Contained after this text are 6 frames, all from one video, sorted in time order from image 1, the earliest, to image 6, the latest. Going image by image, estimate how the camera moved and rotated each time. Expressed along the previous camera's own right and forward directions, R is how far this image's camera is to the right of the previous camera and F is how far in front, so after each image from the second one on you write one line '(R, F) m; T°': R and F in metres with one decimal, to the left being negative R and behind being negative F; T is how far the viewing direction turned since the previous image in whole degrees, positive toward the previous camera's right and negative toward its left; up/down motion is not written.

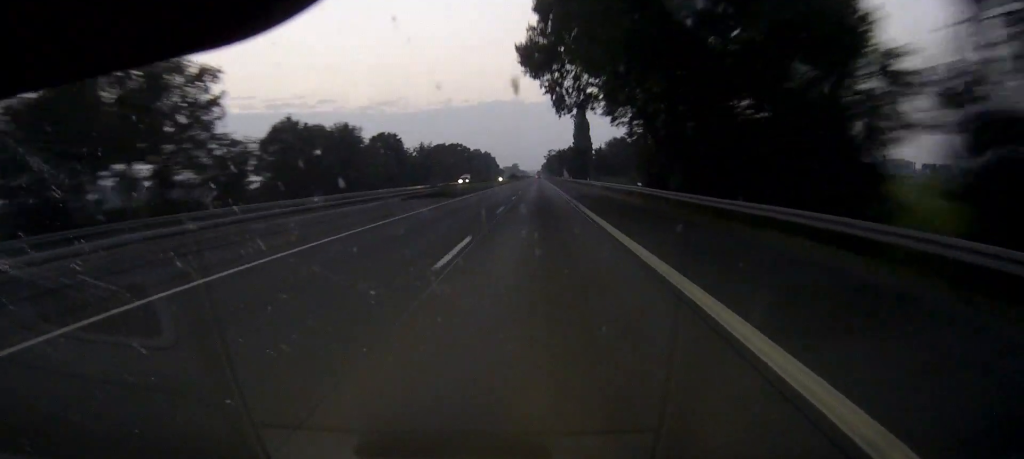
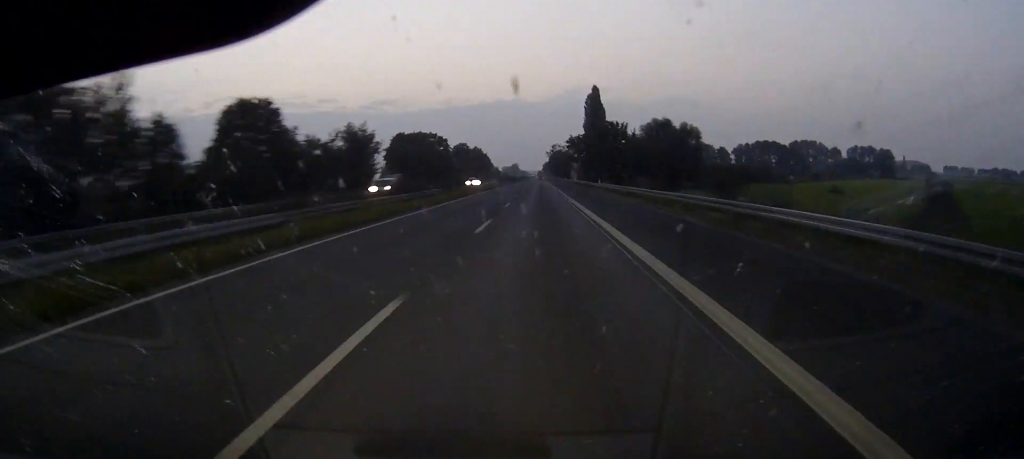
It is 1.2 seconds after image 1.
(+0.1, +63.6) m; 0°
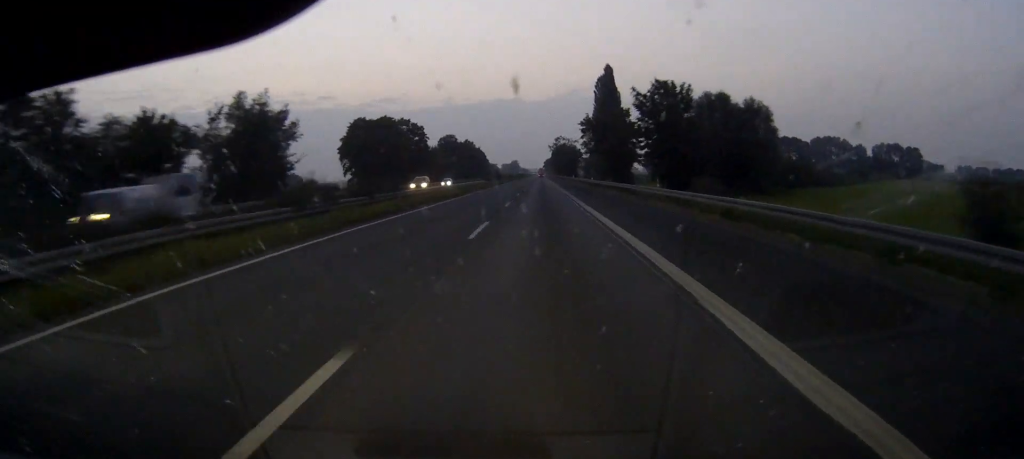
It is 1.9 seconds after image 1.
(0.0, +38.1) m; 0°
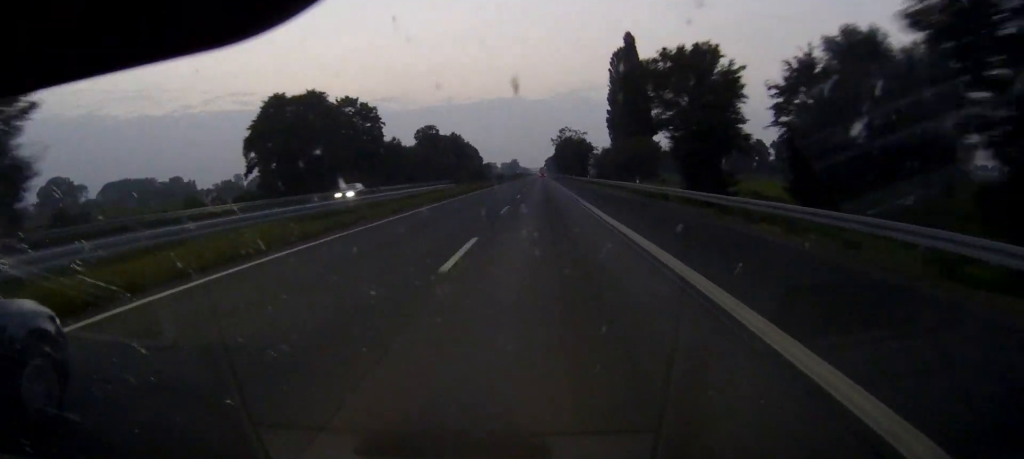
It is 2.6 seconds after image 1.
(-0.1, +41.8) m; 0°
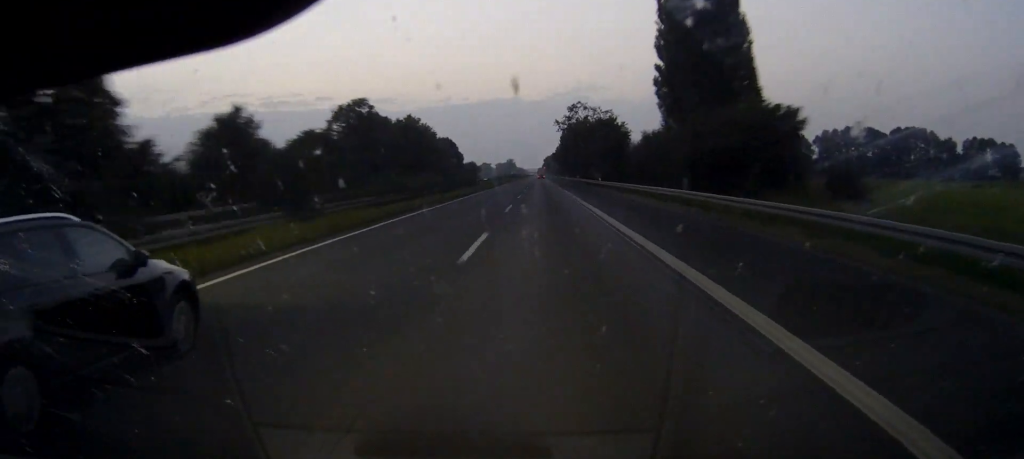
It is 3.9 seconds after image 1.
(+0.2, +69.0) m; 0°
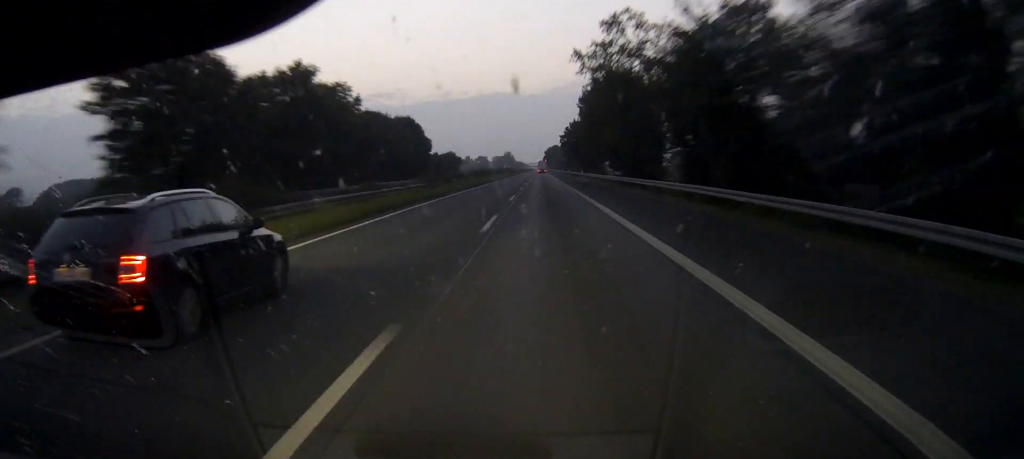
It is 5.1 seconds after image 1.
(0.0, +66.7) m; 0°
